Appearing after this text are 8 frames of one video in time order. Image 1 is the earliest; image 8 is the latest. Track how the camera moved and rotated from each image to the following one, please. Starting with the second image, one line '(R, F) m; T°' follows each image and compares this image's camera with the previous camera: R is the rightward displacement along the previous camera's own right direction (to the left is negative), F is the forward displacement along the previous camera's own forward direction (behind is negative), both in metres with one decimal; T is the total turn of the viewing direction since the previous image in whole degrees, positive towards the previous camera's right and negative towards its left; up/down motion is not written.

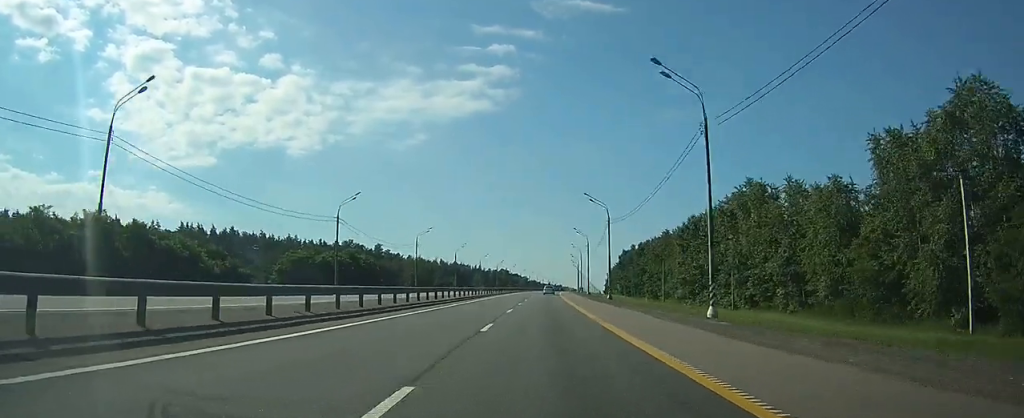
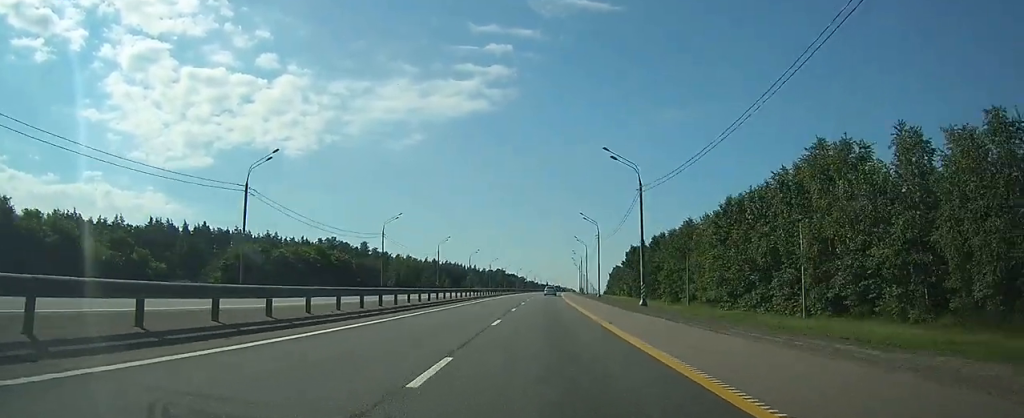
(+0.1, +21.1) m; 0°
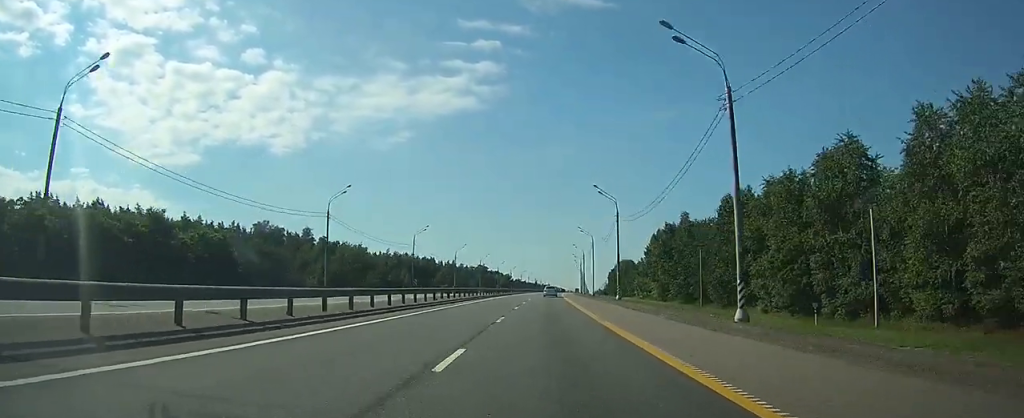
(+0.3, +58.8) m; +1°
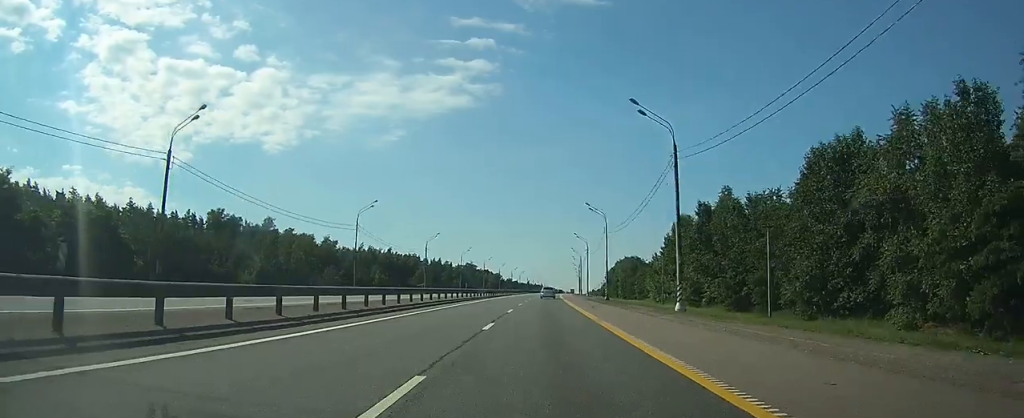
(+0.2, +27.7) m; +1°
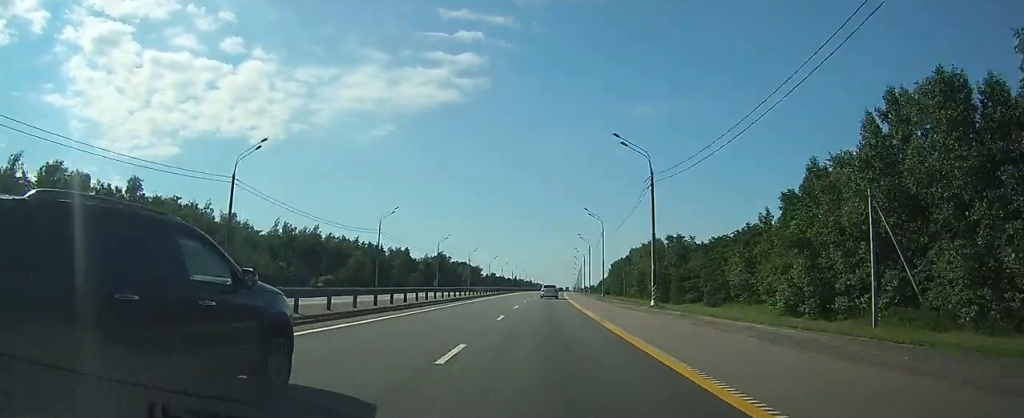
(+1.0, +67.9) m; +1°
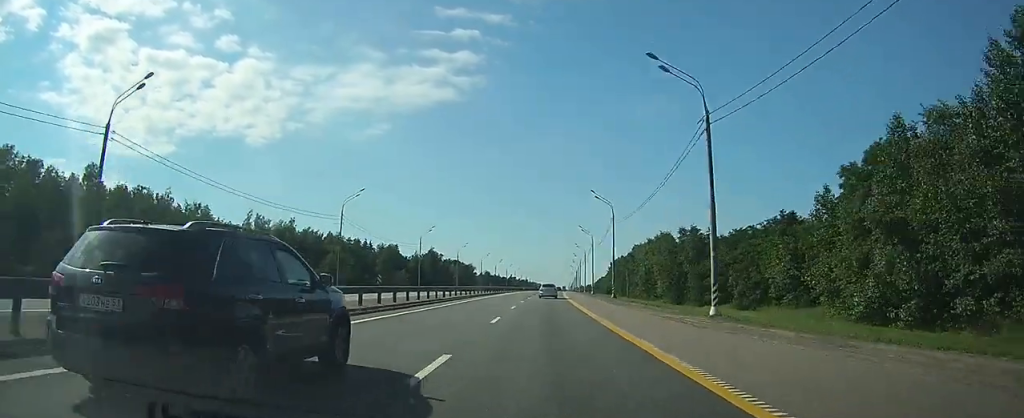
(+0.1, +14.1) m; 0°
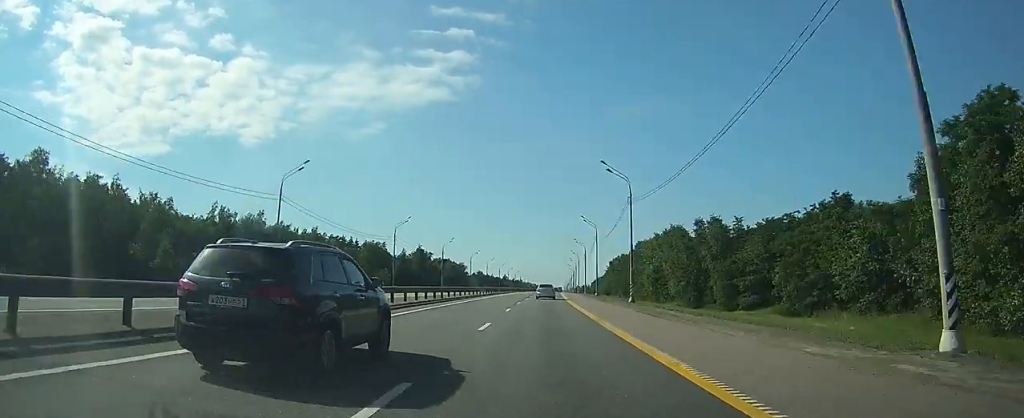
(0.0, +15.0) m; 0°
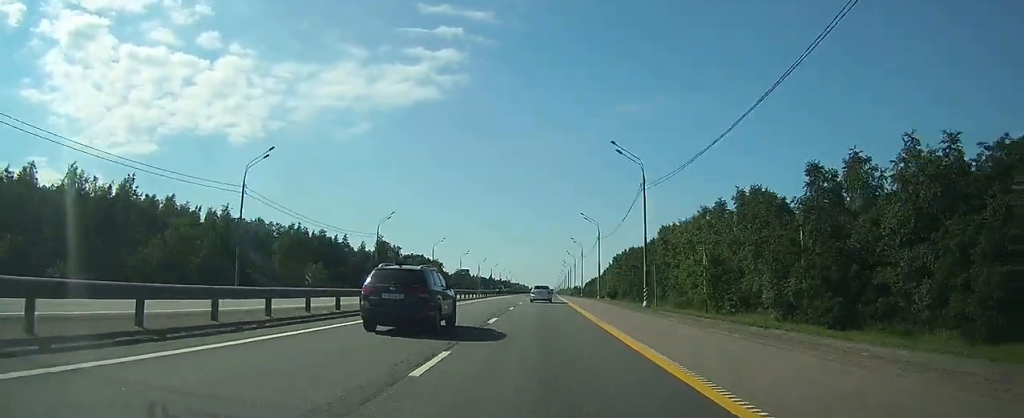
(+0.3, +44.7) m; +1°
